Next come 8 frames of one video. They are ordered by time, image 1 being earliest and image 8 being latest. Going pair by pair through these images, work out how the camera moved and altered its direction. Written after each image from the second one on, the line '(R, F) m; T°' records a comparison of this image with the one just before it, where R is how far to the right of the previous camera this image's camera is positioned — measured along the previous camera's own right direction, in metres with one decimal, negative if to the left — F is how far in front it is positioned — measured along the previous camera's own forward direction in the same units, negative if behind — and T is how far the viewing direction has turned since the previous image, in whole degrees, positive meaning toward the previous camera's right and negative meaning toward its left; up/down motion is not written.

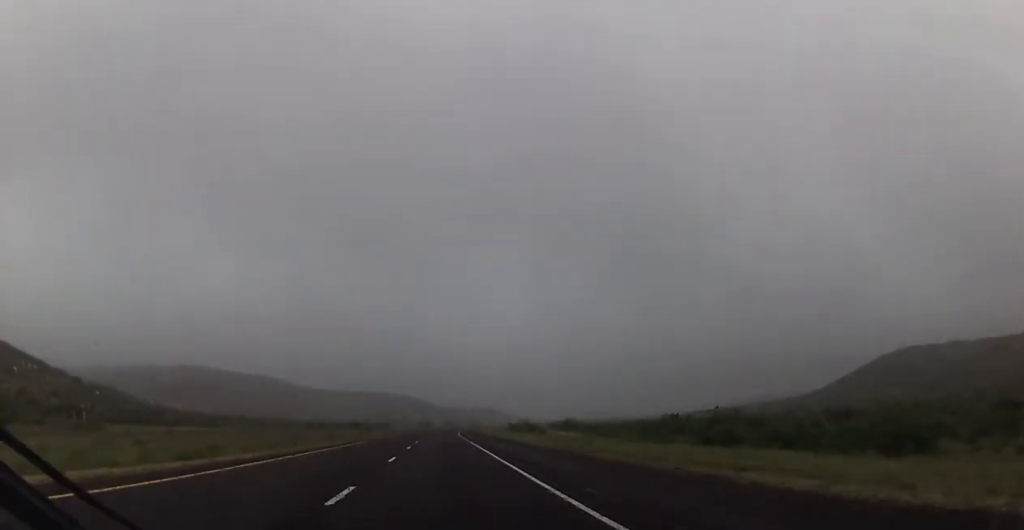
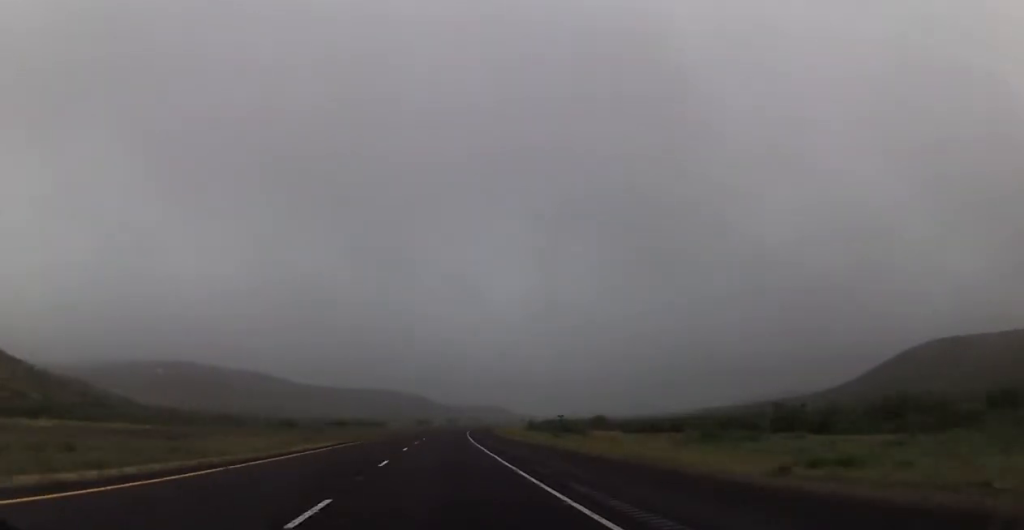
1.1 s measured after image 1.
(-0.1, +39.2) m; 0°
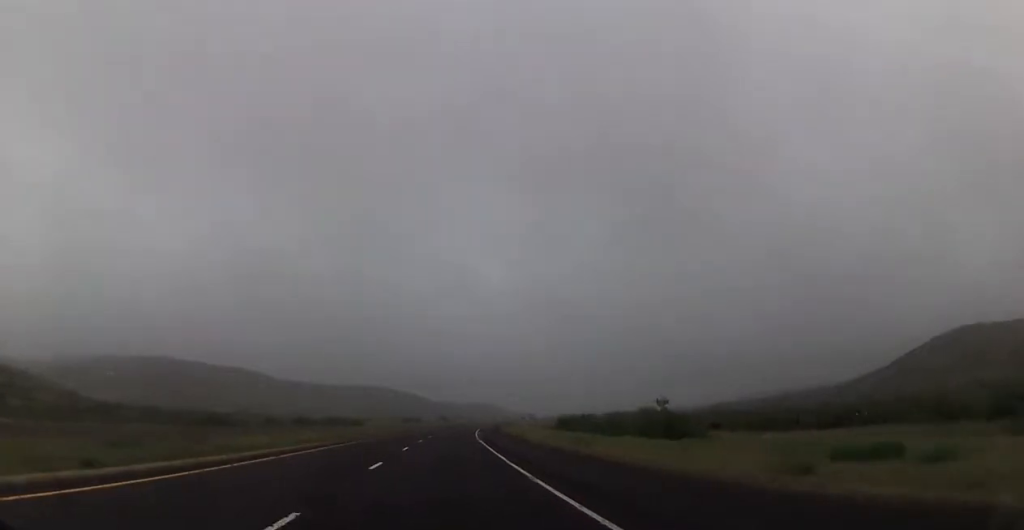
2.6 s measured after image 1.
(+0.2, +50.7) m; 0°
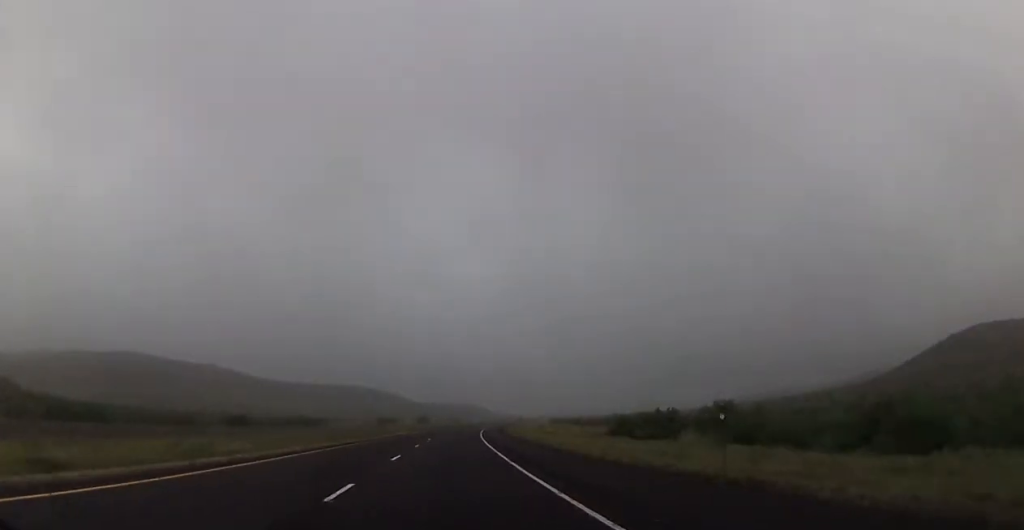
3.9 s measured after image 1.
(+0.4, +43.7) m; +2°
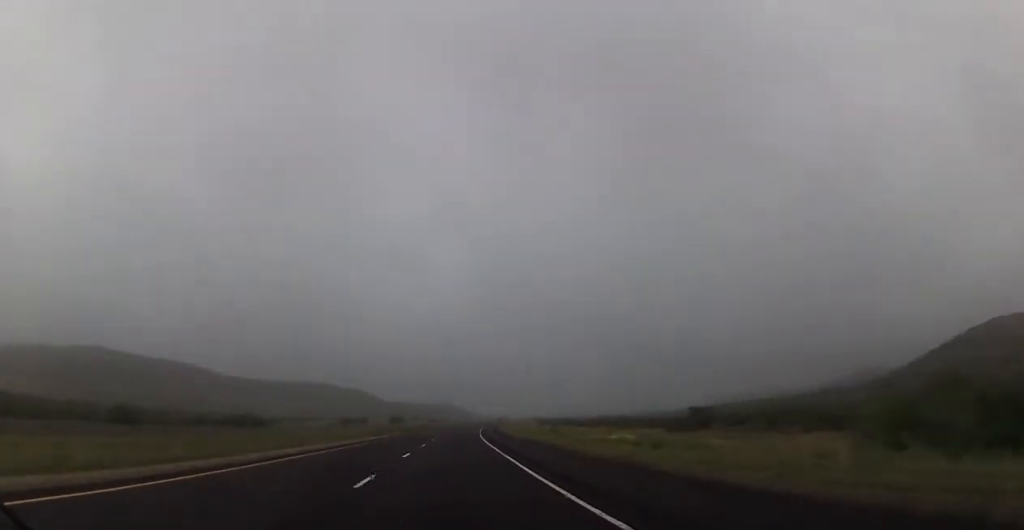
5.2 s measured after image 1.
(+0.8, +46.0) m; +1°
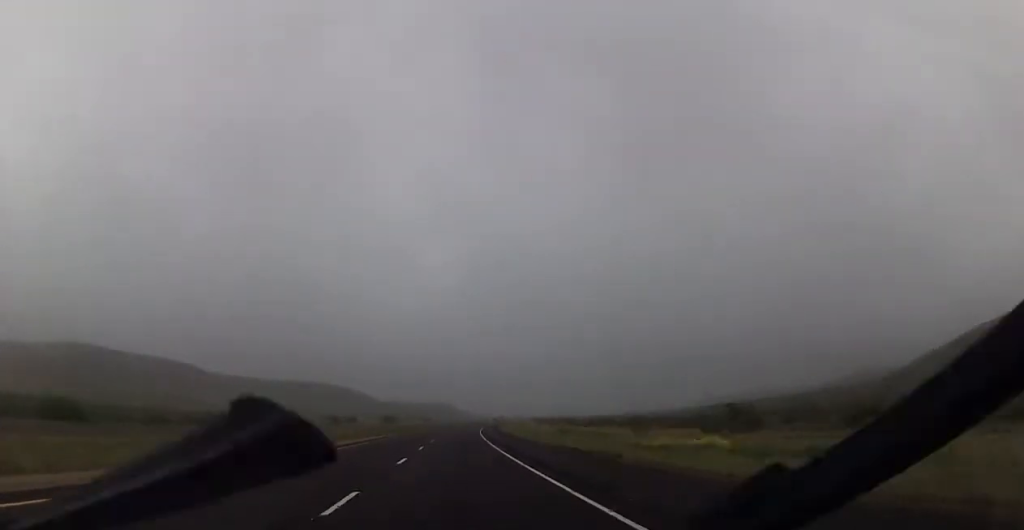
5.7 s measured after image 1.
(0.0, +16.2) m; 0°
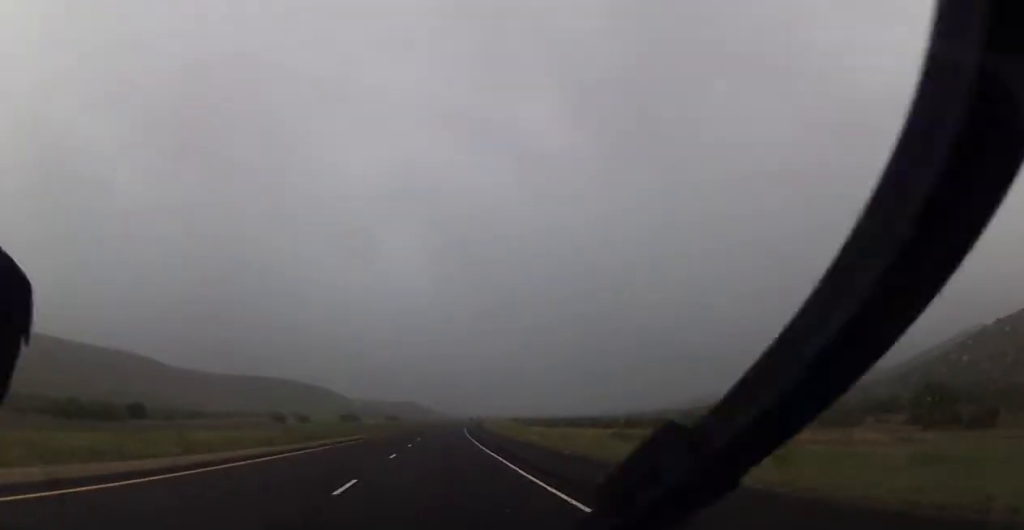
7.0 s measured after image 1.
(+0.6, +46.1) m; +2°
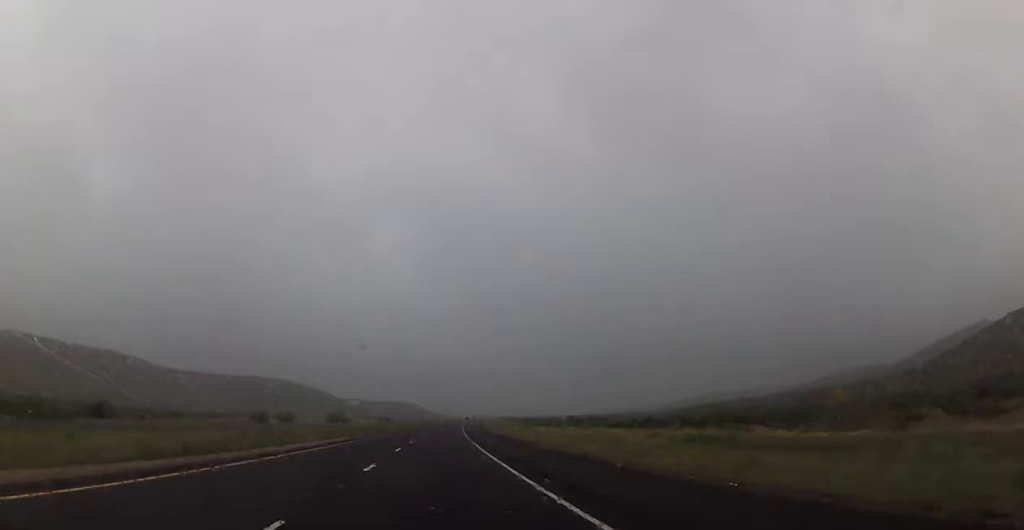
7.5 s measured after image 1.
(+0.1, +18.5) m; +1°
